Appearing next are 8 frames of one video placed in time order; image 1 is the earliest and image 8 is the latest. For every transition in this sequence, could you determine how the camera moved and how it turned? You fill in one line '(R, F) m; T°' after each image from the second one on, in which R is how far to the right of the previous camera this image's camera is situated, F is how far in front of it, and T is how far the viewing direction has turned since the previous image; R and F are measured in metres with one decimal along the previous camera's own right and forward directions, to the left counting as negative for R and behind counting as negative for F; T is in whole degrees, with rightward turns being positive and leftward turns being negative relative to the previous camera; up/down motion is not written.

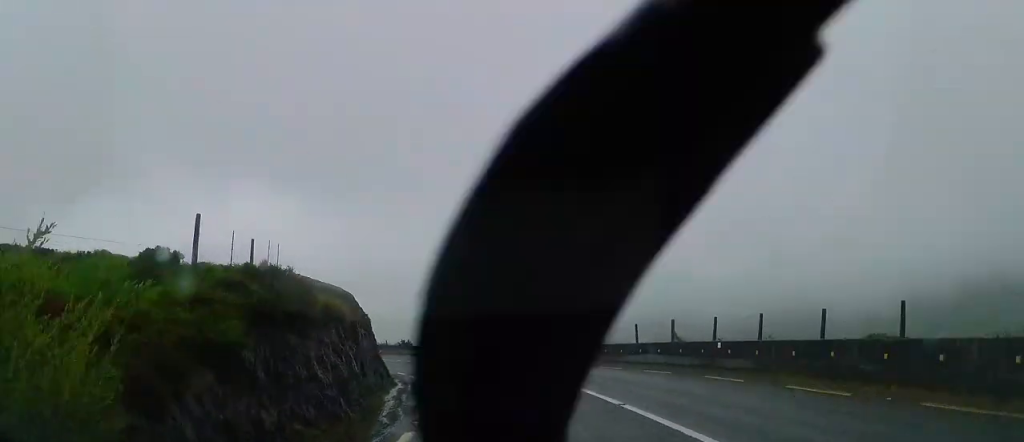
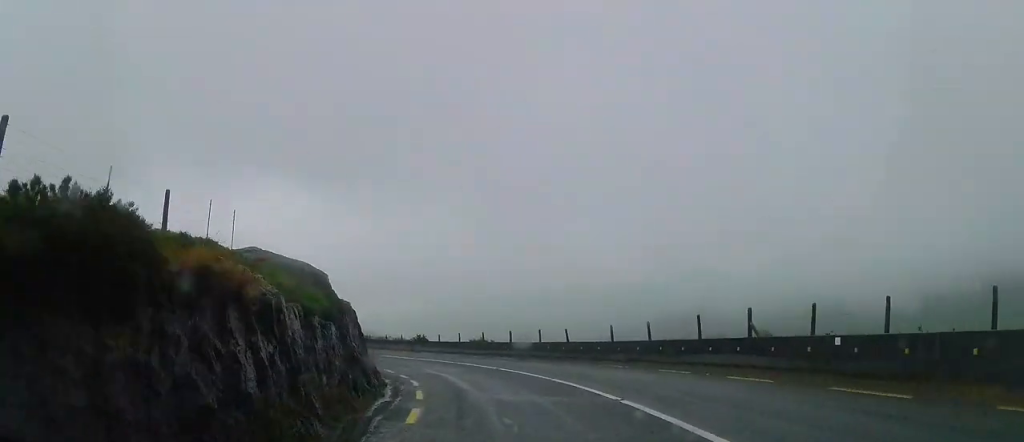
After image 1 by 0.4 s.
(-0.2, +5.5) m; -5°
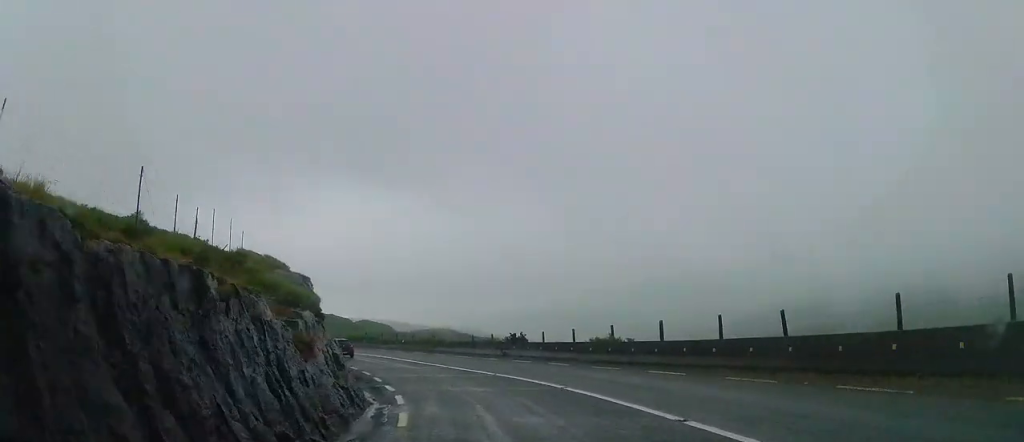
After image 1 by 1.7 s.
(-1.8, +15.6) m; -14°
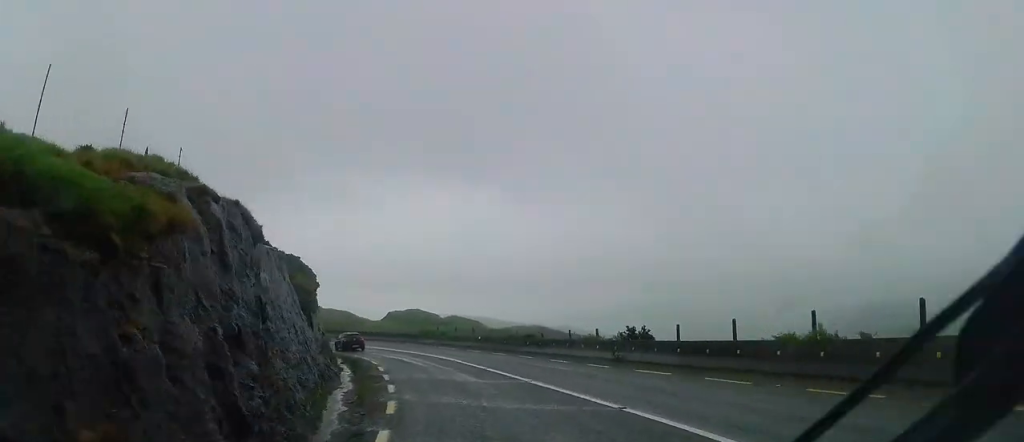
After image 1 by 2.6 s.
(-1.0, +11.0) m; -9°
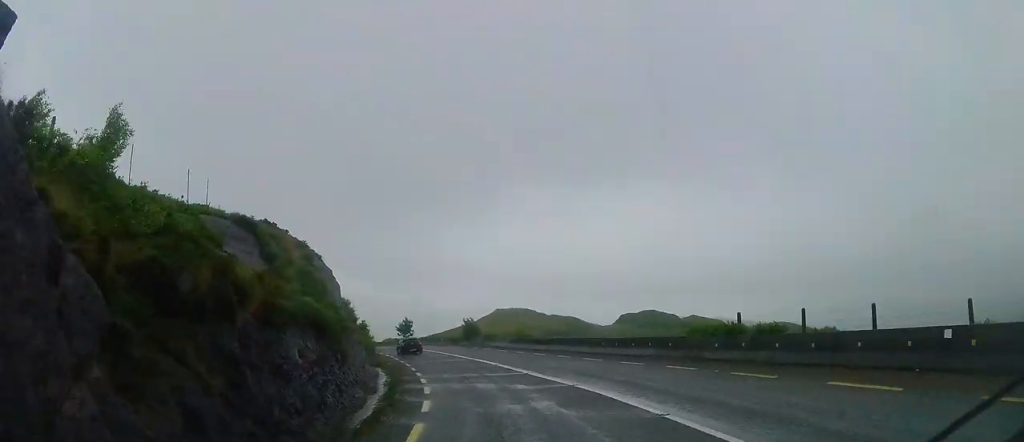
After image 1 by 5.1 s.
(-7.3, +31.2) m; -24°
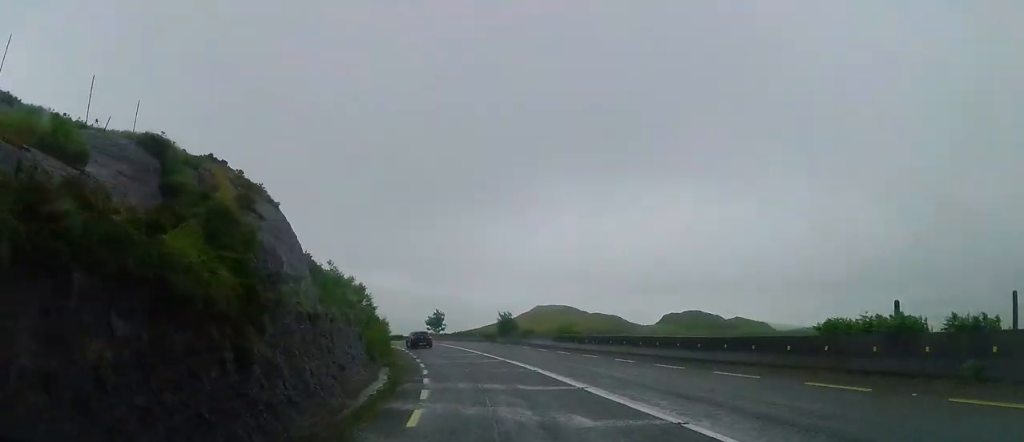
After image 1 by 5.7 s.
(-0.1, +7.4) m; -4°
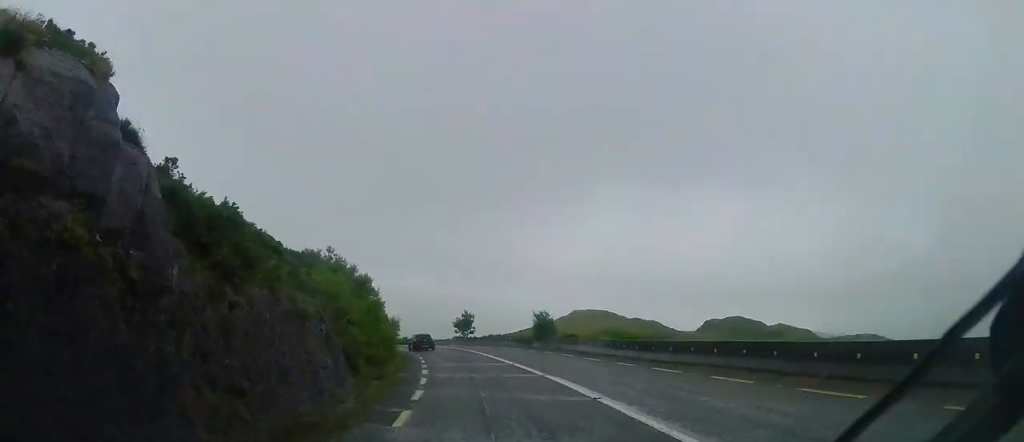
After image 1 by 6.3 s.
(-0.5, +8.4) m; -2°
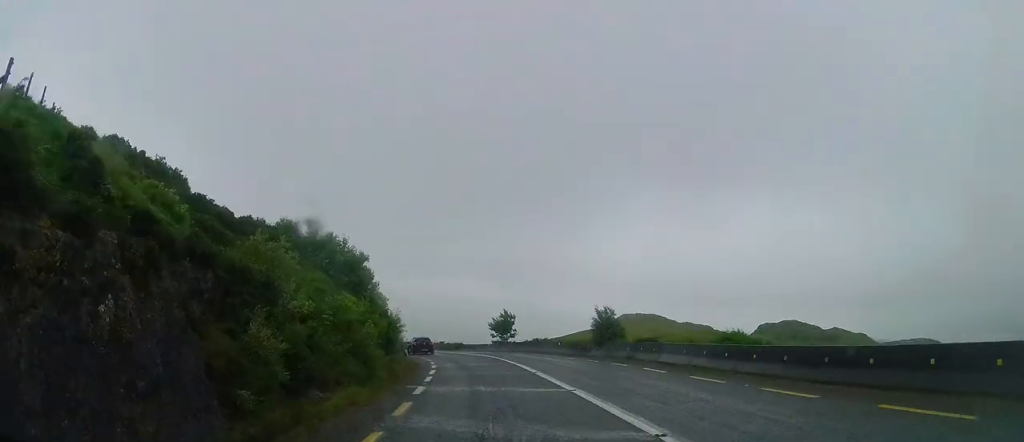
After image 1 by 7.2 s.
(-0.2, +11.2) m; -3°
